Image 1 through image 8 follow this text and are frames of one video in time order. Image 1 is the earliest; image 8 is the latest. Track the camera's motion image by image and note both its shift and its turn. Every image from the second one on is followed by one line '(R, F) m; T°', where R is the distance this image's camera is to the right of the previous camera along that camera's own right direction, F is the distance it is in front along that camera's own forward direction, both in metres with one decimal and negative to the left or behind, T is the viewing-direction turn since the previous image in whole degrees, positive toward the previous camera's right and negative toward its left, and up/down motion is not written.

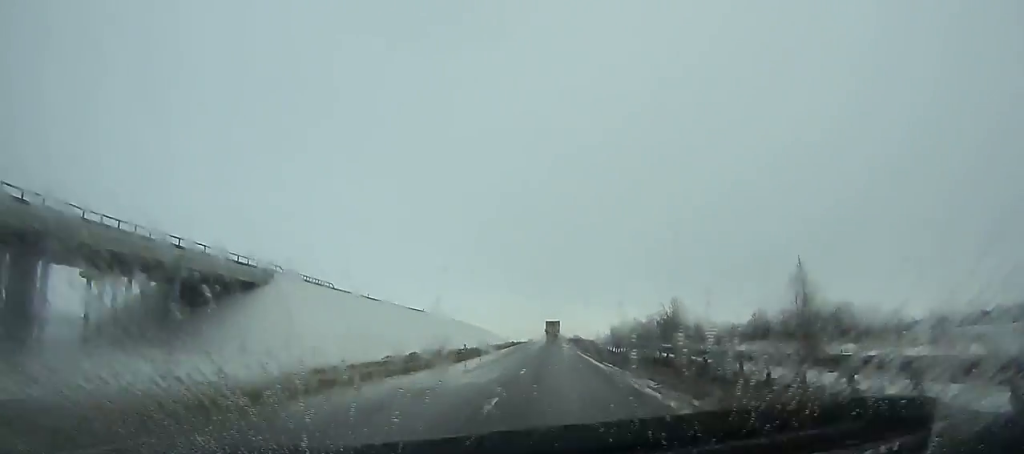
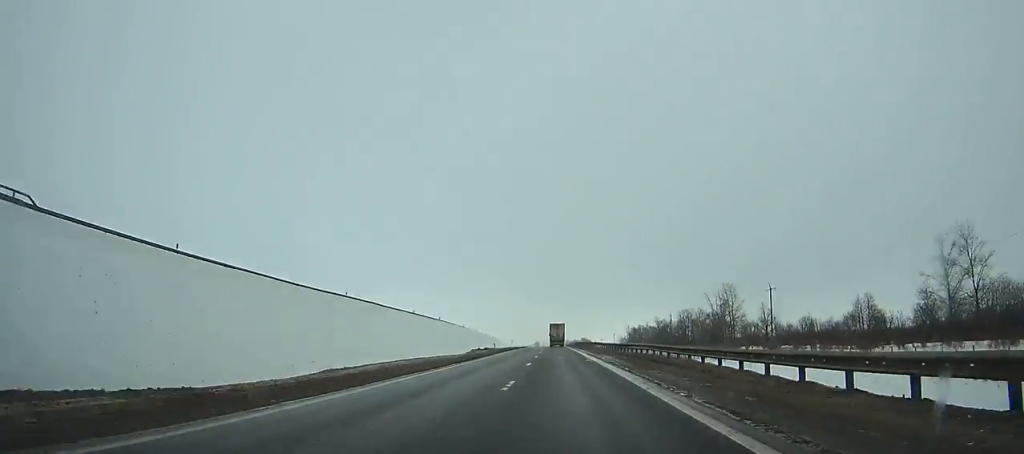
(-1.0, +56.0) m; -1°
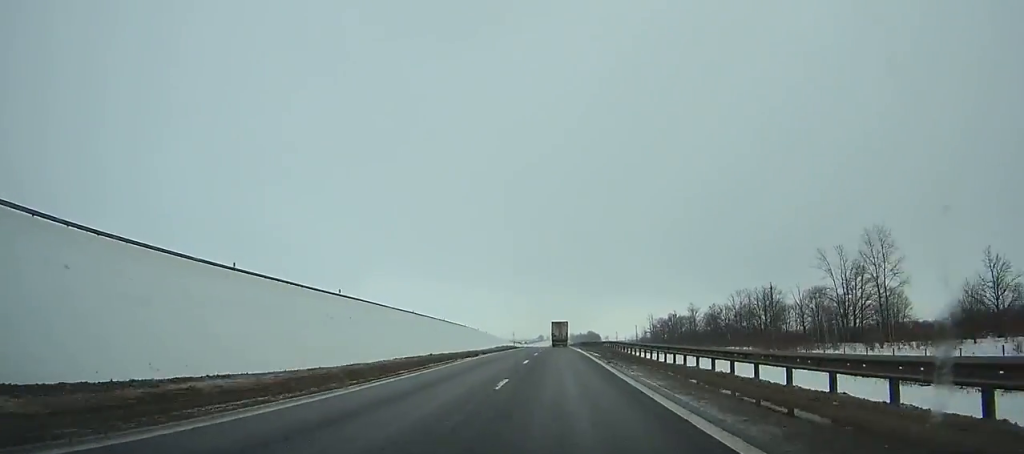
(-0.2, +71.6) m; 0°
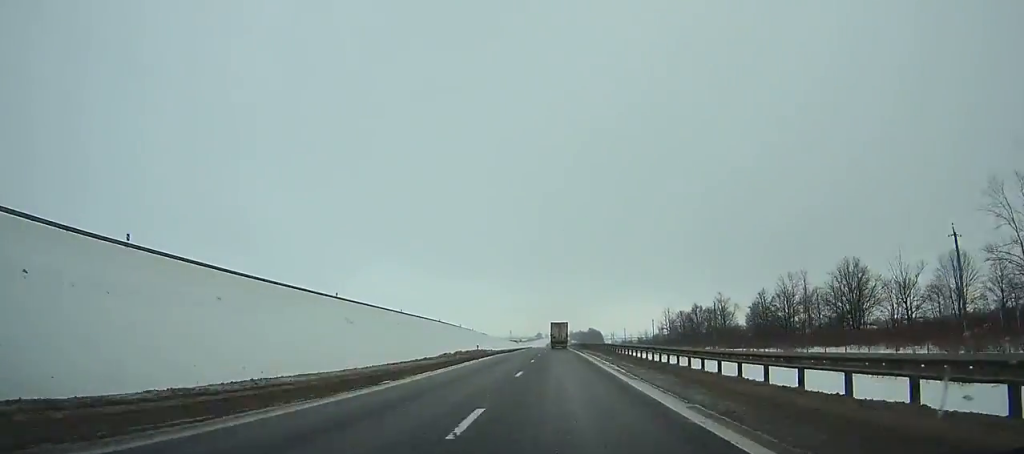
(-0.1, +42.3) m; 0°
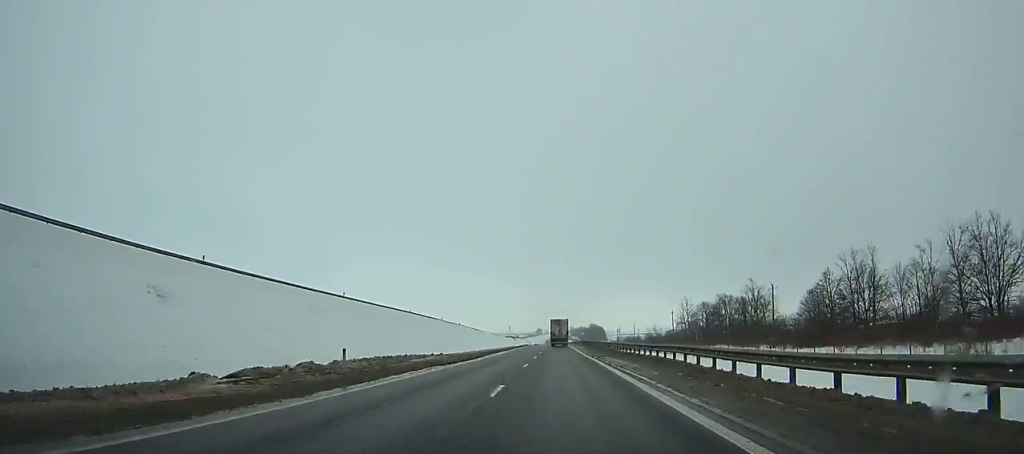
(0.0, +31.7) m; 0°
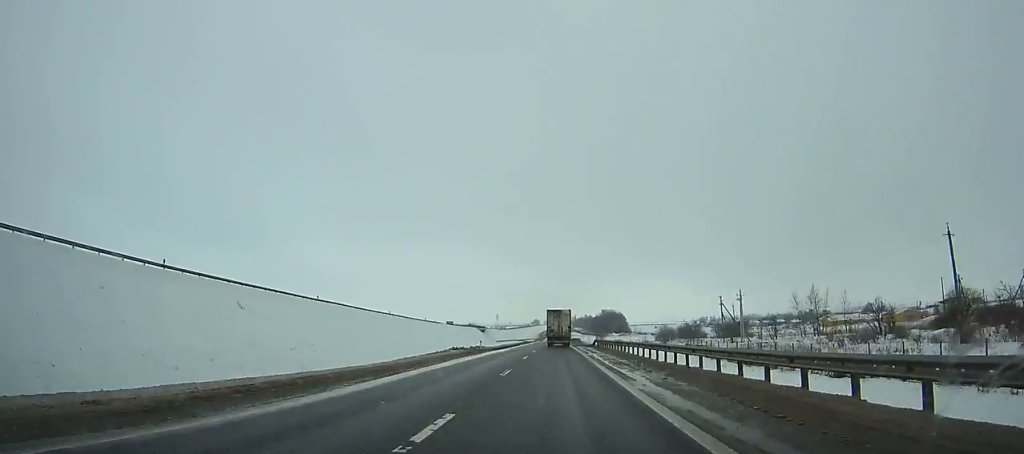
(-0.5, +194.7) m; 0°
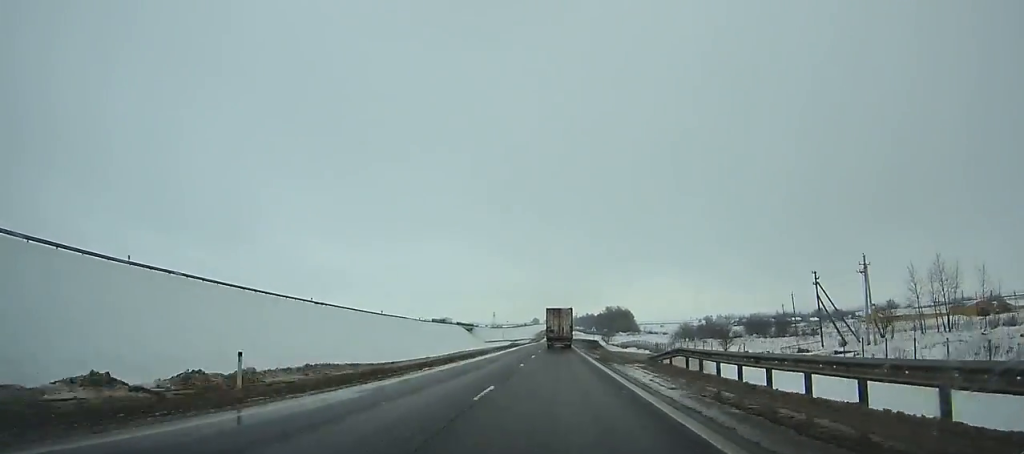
(+0.1, +41.8) m; 0°
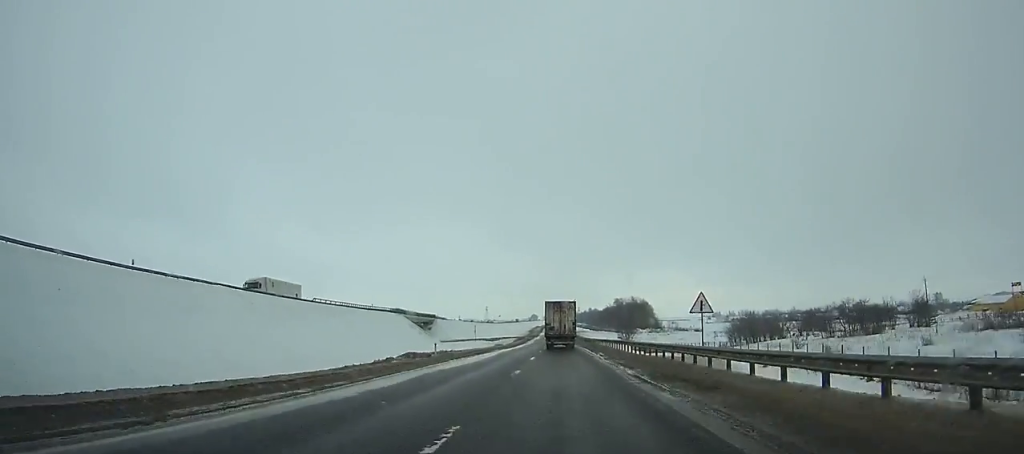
(+0.2, +77.5) m; 0°
